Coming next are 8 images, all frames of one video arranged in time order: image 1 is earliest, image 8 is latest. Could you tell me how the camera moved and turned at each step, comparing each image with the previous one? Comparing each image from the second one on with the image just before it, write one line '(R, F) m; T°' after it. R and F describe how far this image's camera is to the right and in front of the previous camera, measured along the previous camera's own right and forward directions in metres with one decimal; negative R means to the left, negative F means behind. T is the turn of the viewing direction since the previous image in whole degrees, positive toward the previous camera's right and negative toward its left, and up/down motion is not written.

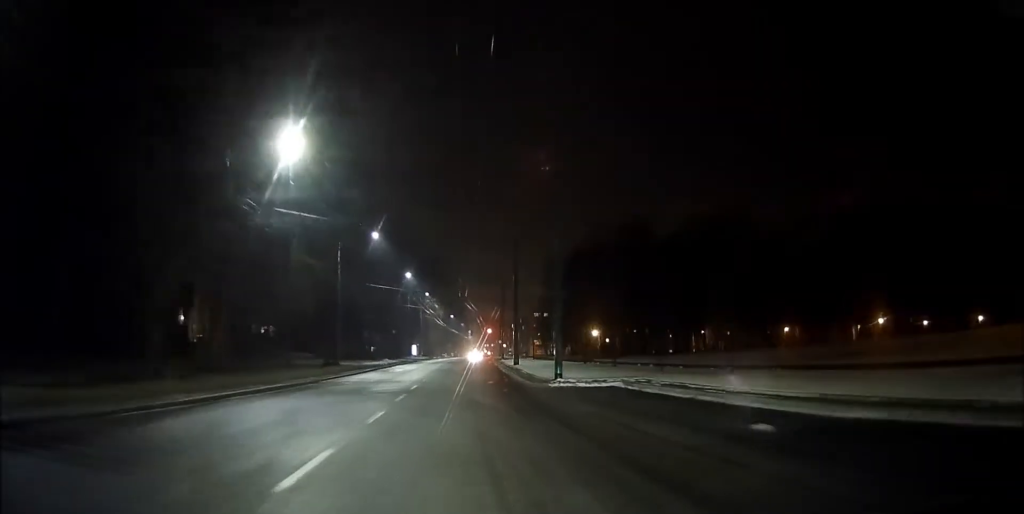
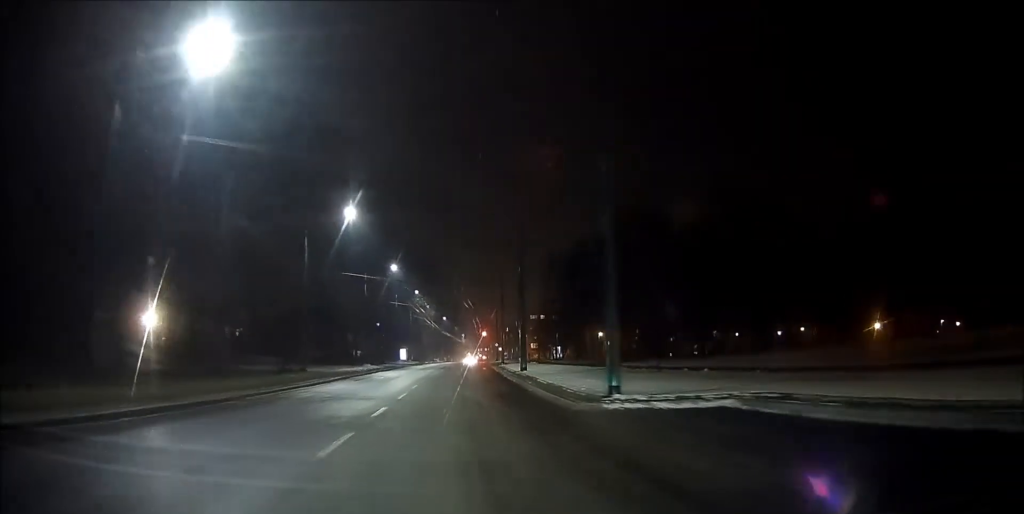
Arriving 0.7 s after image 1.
(-0.1, +9.7) m; 0°
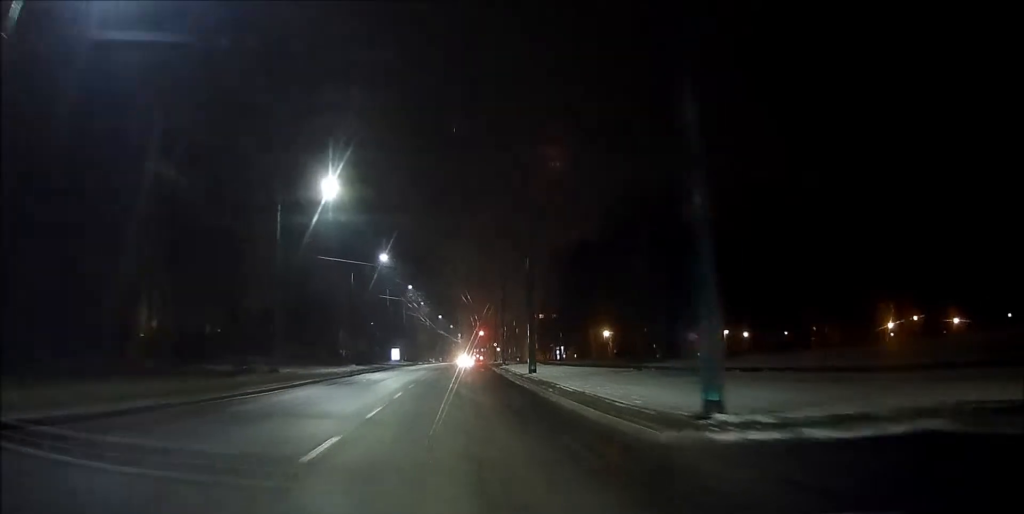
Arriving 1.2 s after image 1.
(0.0, +6.4) m; +1°
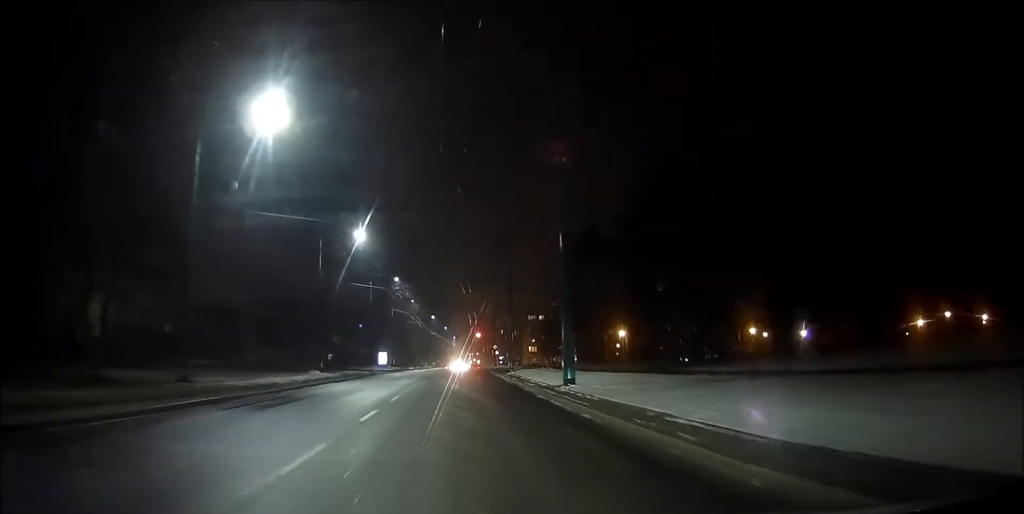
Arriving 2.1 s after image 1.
(+0.1, +12.3) m; +1°
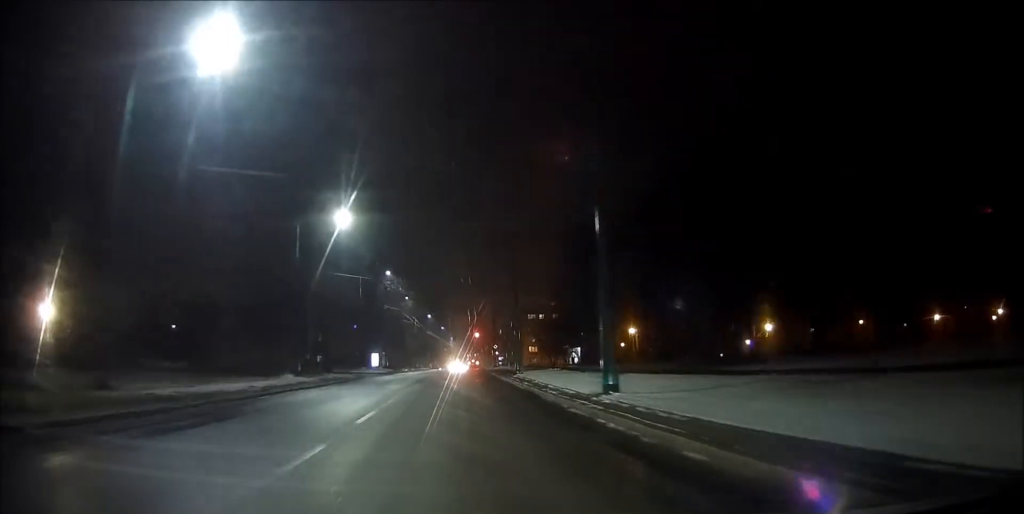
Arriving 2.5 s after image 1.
(+0.1, +6.3) m; 0°
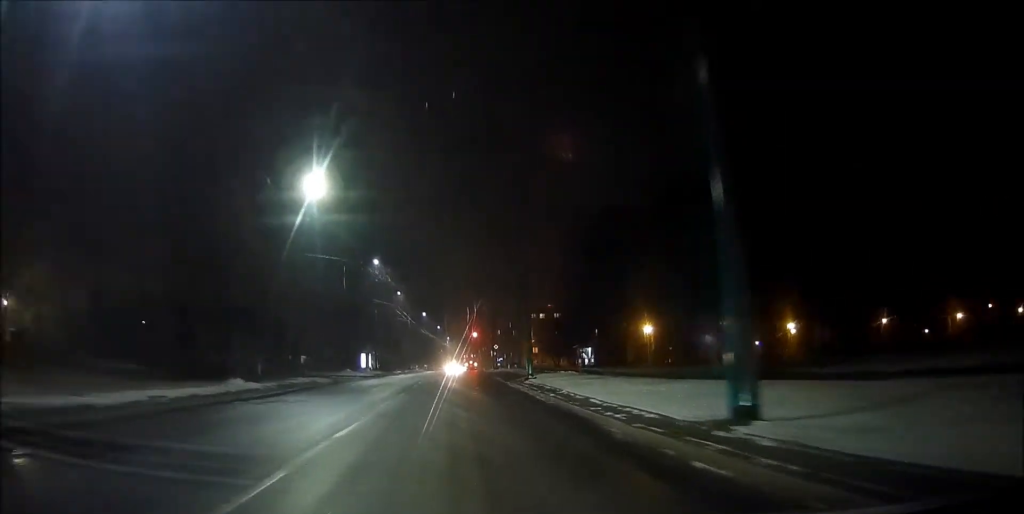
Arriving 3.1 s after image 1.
(0.0, +8.0) m; 0°
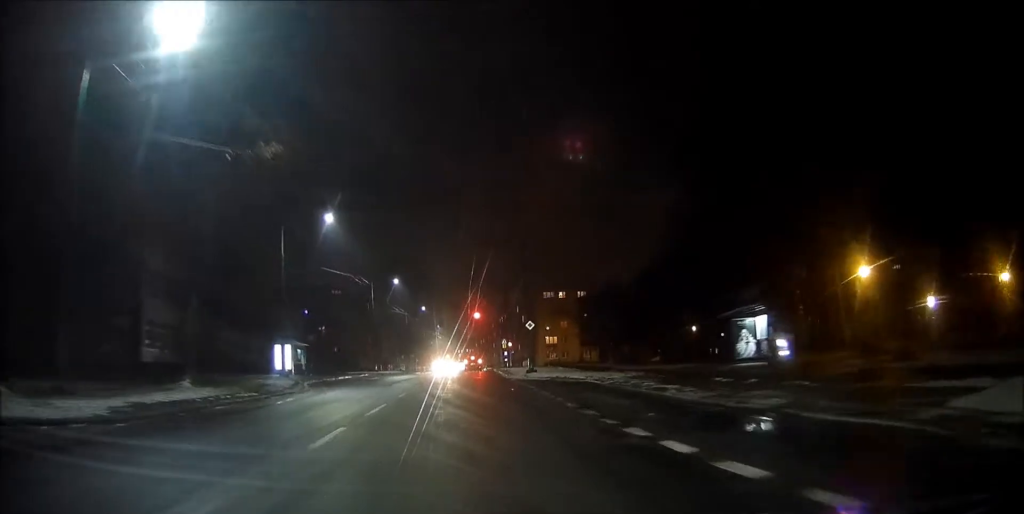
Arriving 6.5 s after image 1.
(+0.6, +42.5) m; 0°
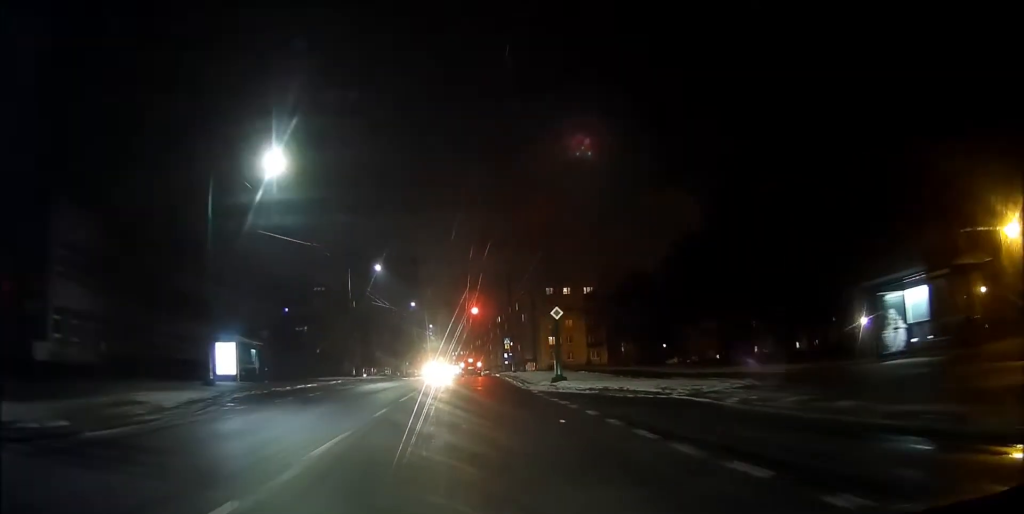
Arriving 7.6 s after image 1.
(0.0, +12.1) m; 0°
